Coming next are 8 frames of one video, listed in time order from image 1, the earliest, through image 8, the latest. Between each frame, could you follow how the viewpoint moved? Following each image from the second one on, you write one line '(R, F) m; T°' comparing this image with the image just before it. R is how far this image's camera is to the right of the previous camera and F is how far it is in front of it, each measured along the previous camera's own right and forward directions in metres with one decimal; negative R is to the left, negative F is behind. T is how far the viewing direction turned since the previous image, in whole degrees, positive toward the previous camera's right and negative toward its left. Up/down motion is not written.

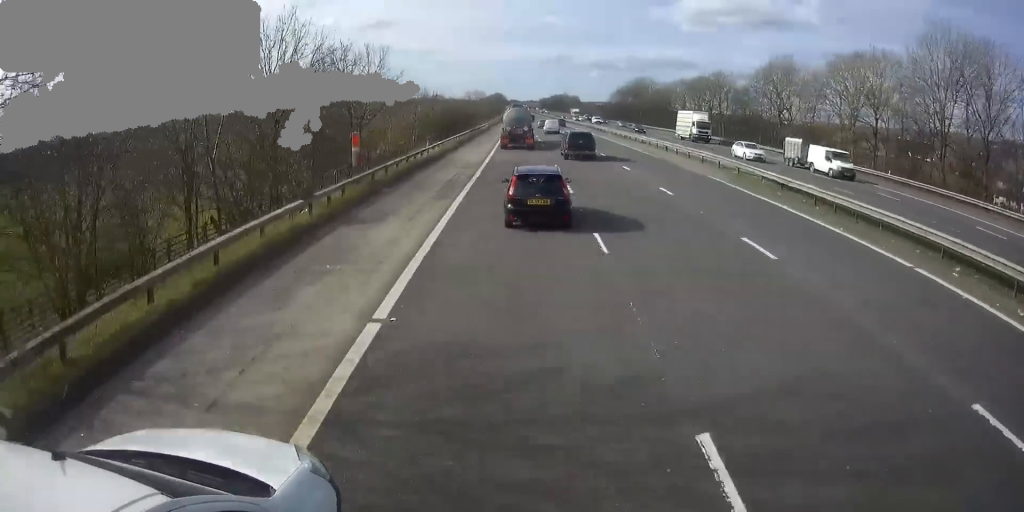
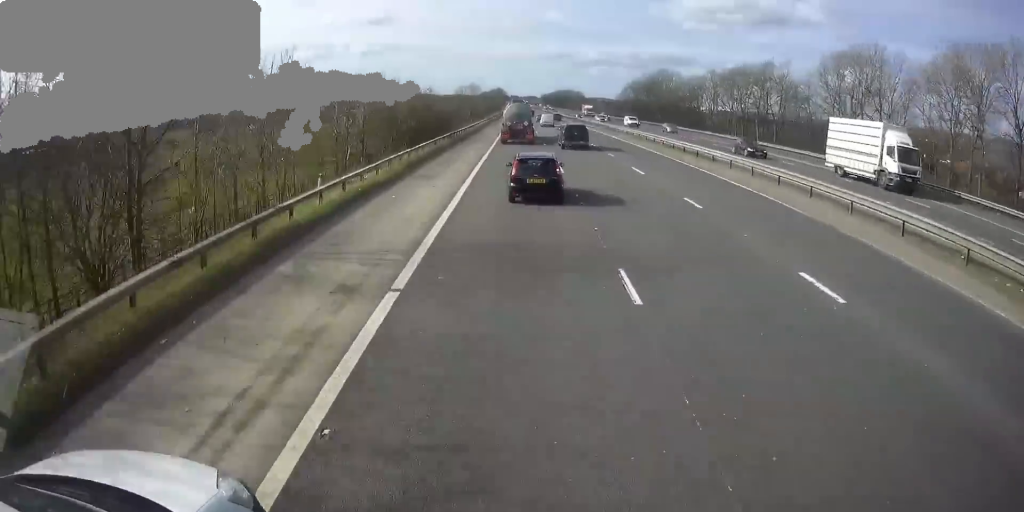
(0.0, +20.1) m; 0°
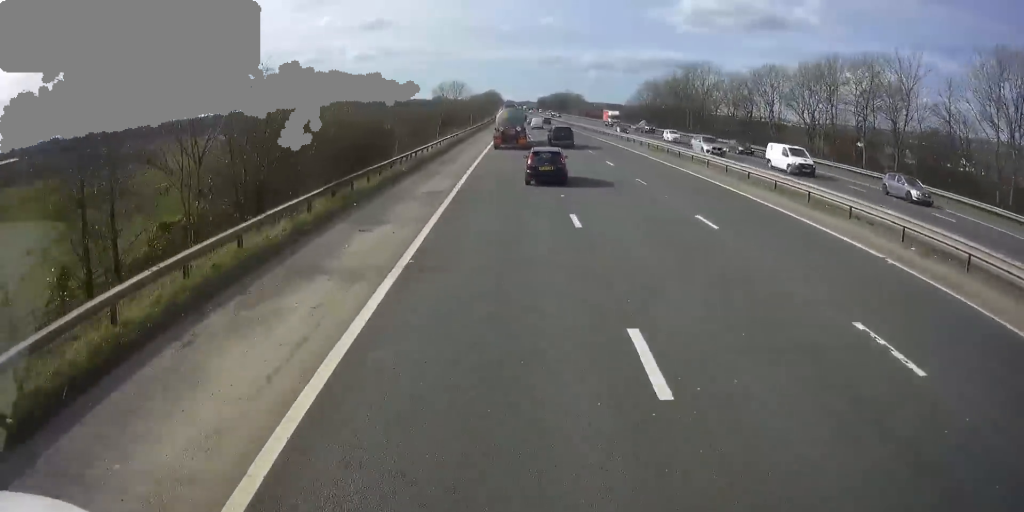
(0.0, +28.3) m; 0°
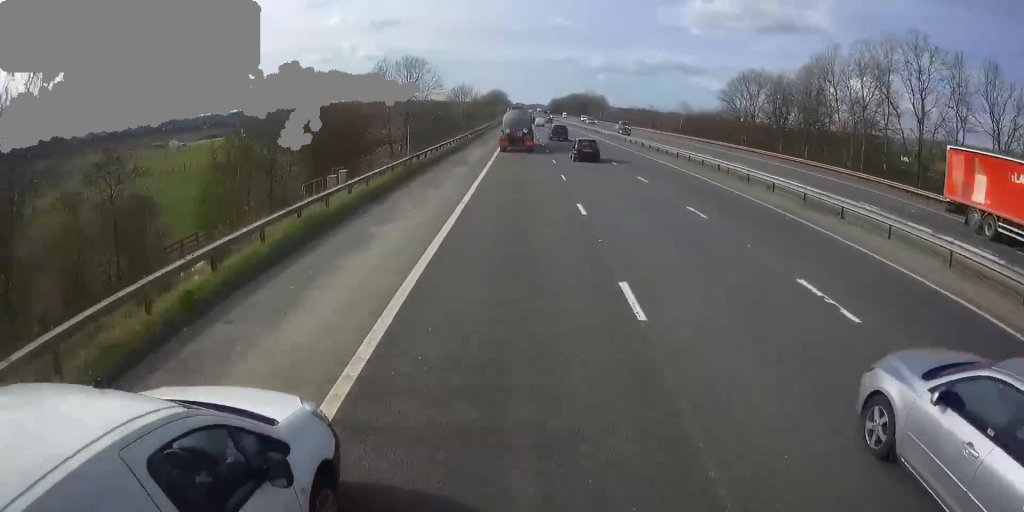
(-0.8, +58.4) m; -1°
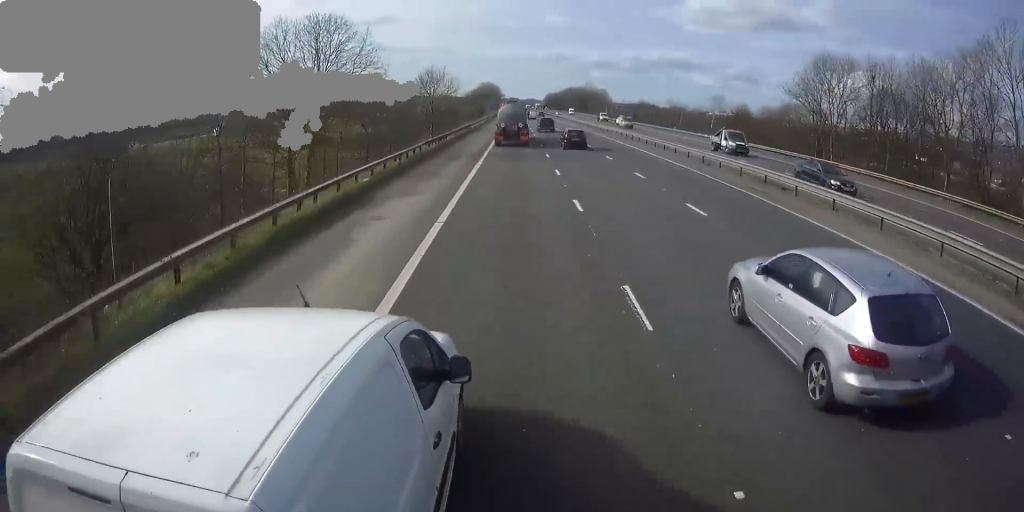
(+0.6, +26.0) m; +2°
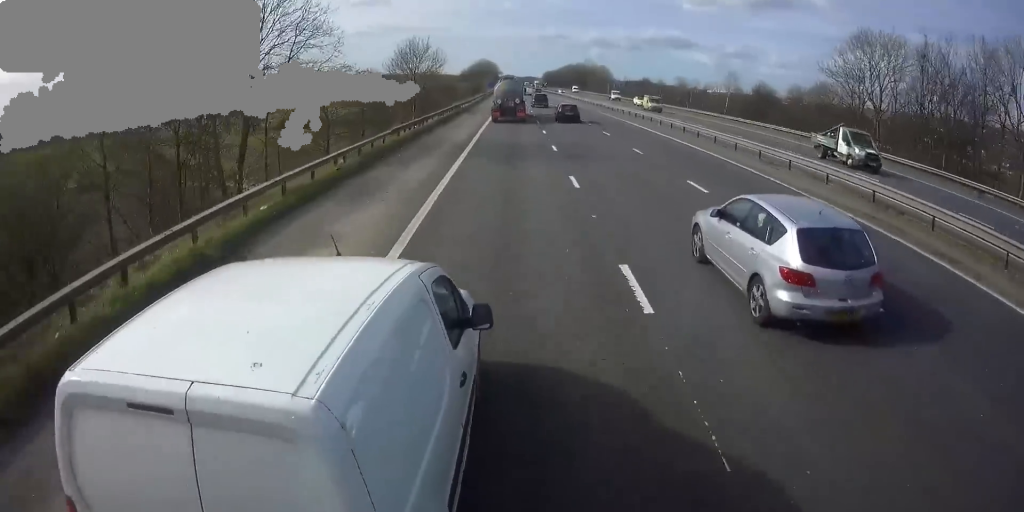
(+0.1, +8.4) m; 0°
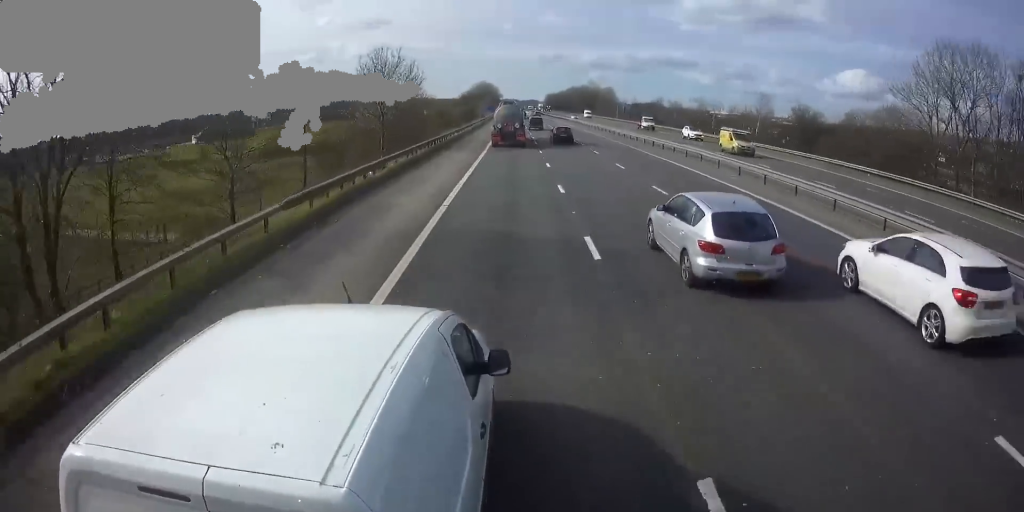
(+0.1, +12.6) m; 0°
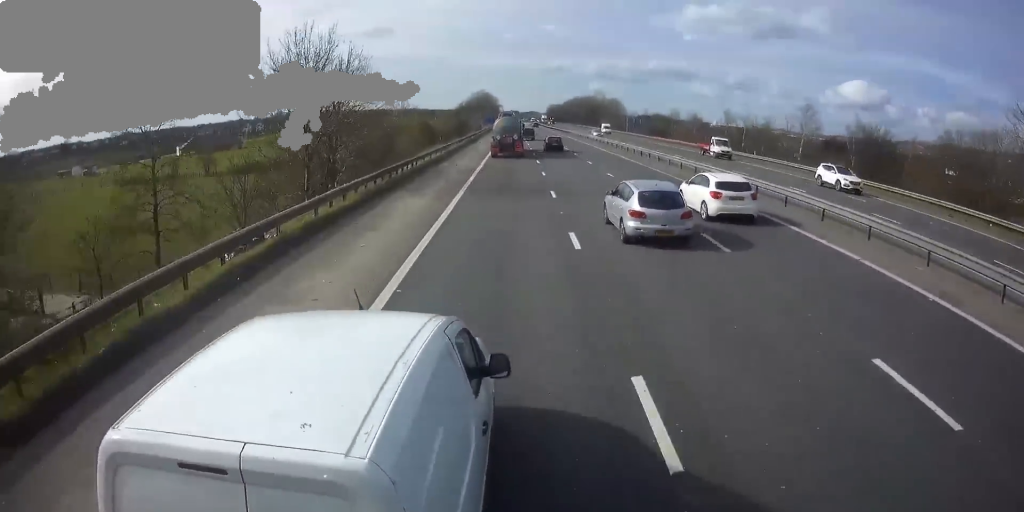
(-0.3, +14.8) m; -1°
